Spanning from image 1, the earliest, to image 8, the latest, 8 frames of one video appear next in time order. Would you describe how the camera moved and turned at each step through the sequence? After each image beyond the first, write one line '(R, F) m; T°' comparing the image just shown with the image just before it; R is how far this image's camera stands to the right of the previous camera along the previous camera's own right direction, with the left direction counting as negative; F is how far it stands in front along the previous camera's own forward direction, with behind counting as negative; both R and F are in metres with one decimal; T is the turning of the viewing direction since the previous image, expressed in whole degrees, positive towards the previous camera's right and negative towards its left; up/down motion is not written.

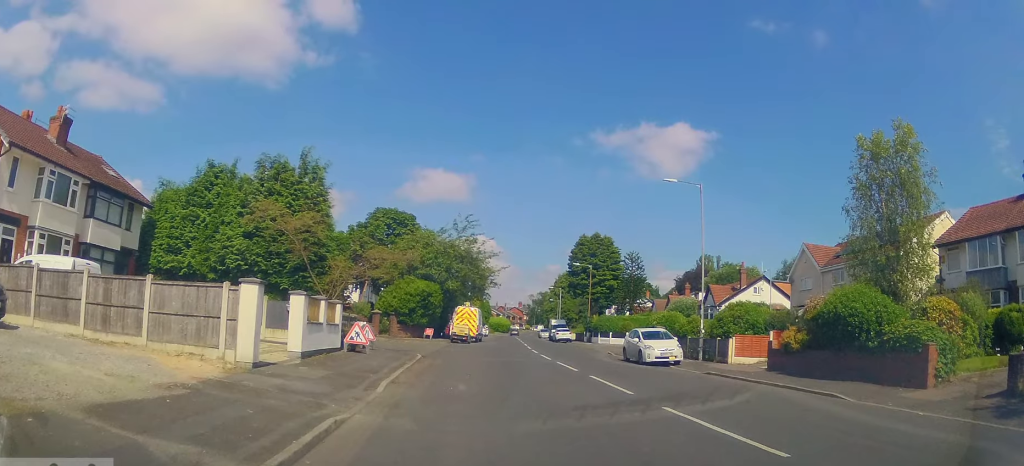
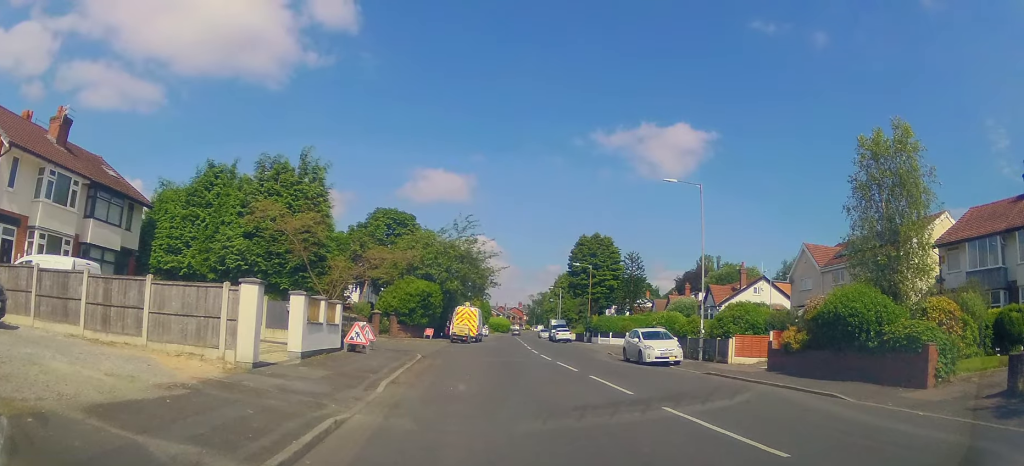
(0.0, 0.0) m; 0°
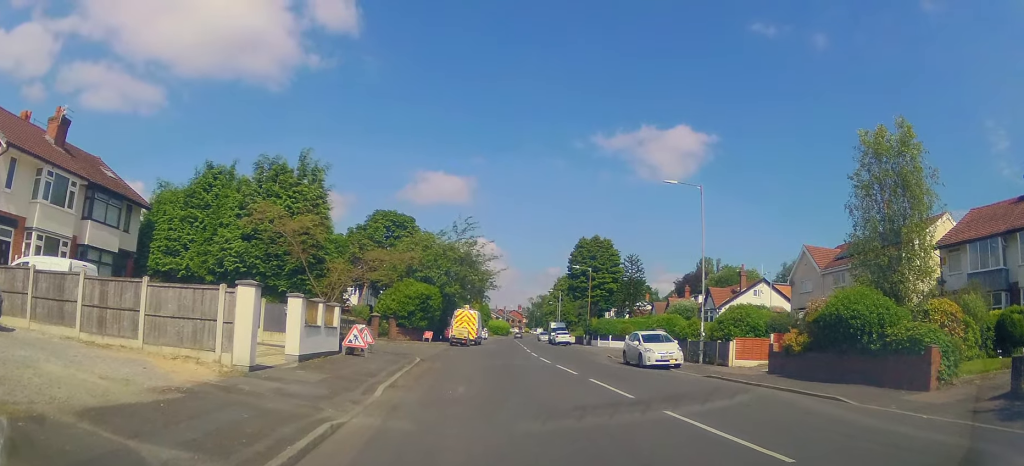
(0.0, 0.0) m; 0°
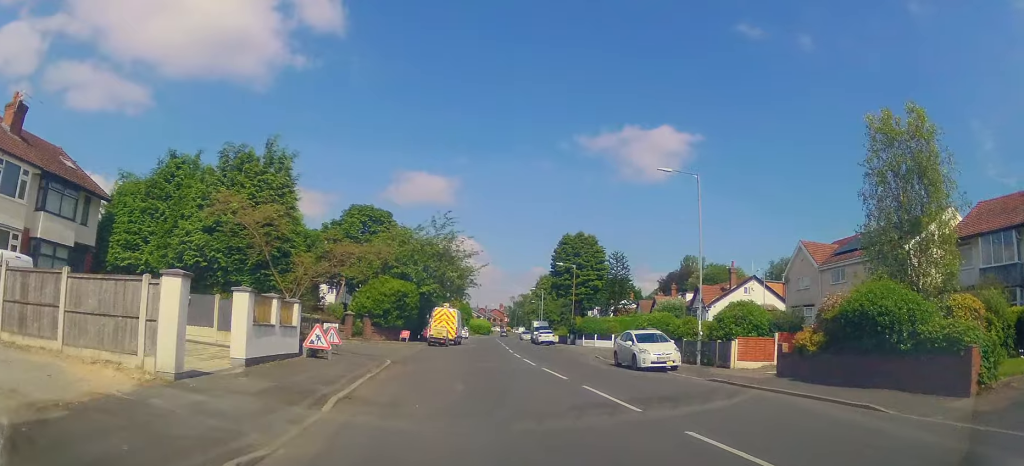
(0.0, +0.8) m; 0°
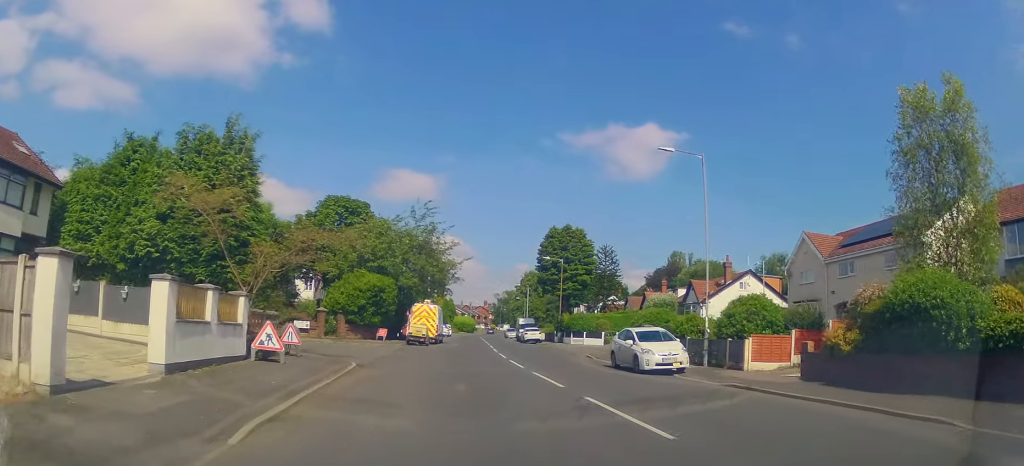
(0.0, +2.0) m; +3°
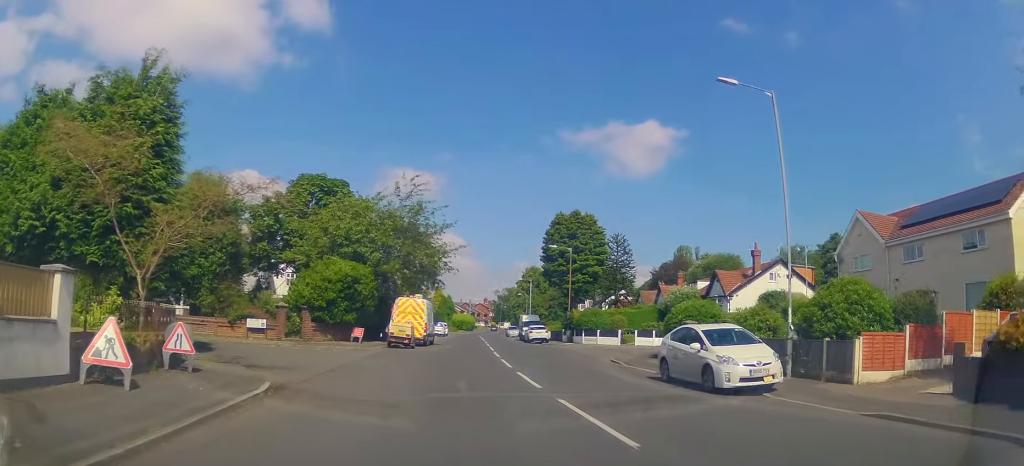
(+0.4, +5.9) m; 0°
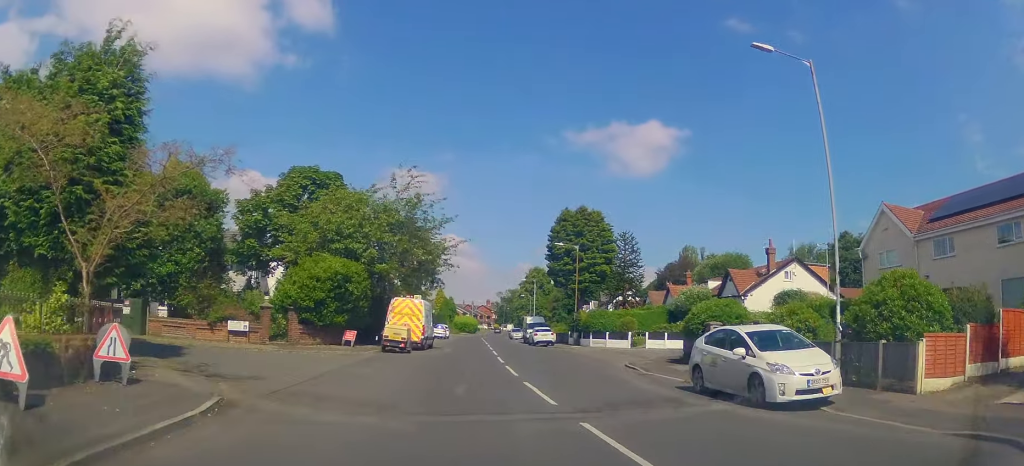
(-0.2, +2.3) m; -3°
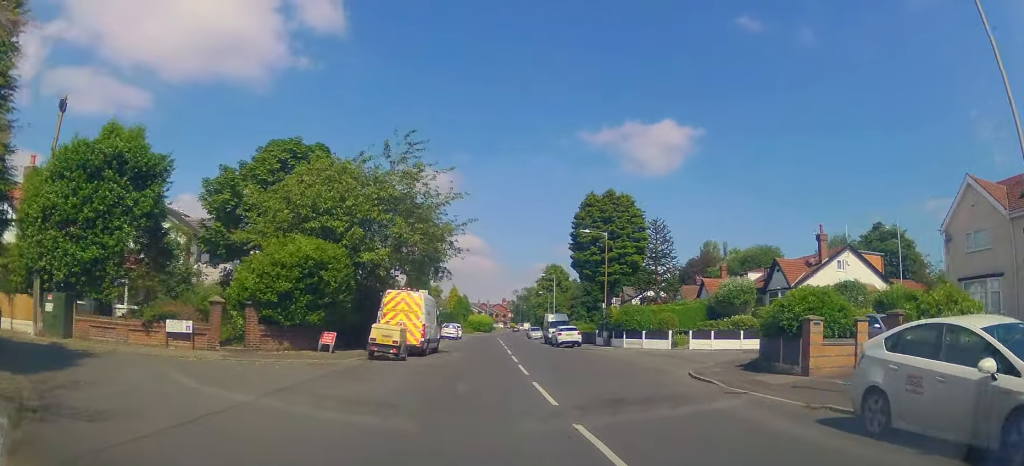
(-0.4, +6.1) m; -1°
